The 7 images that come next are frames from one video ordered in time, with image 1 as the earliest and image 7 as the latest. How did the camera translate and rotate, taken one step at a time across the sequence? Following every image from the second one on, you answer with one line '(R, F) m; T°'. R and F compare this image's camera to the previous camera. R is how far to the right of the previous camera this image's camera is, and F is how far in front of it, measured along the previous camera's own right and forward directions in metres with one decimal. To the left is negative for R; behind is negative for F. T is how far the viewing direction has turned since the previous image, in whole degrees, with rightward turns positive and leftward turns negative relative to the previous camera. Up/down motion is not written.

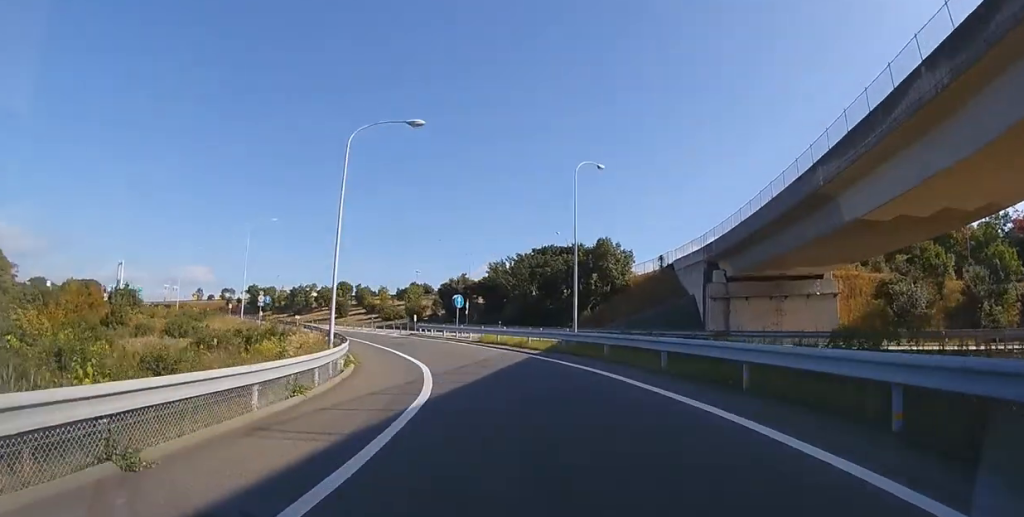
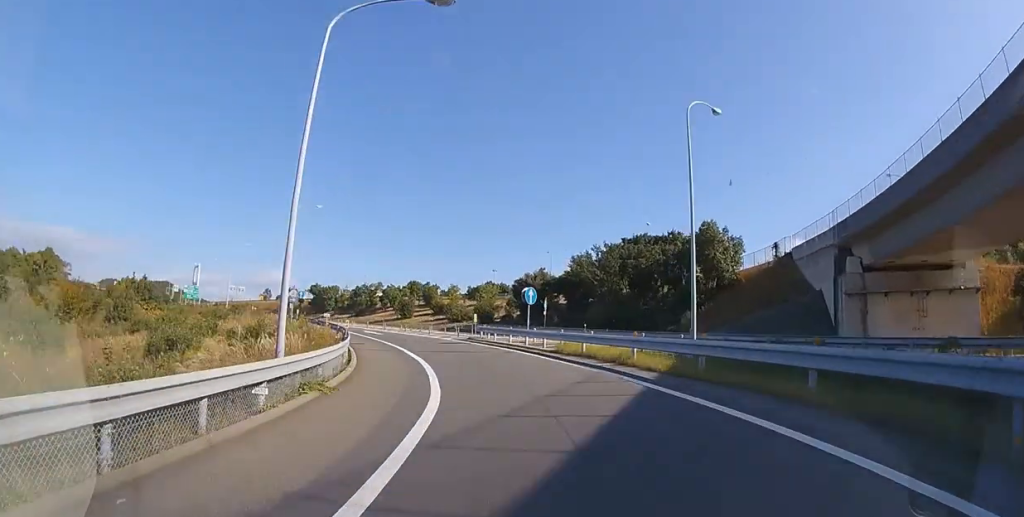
(-0.9, +9.4) m; -9°
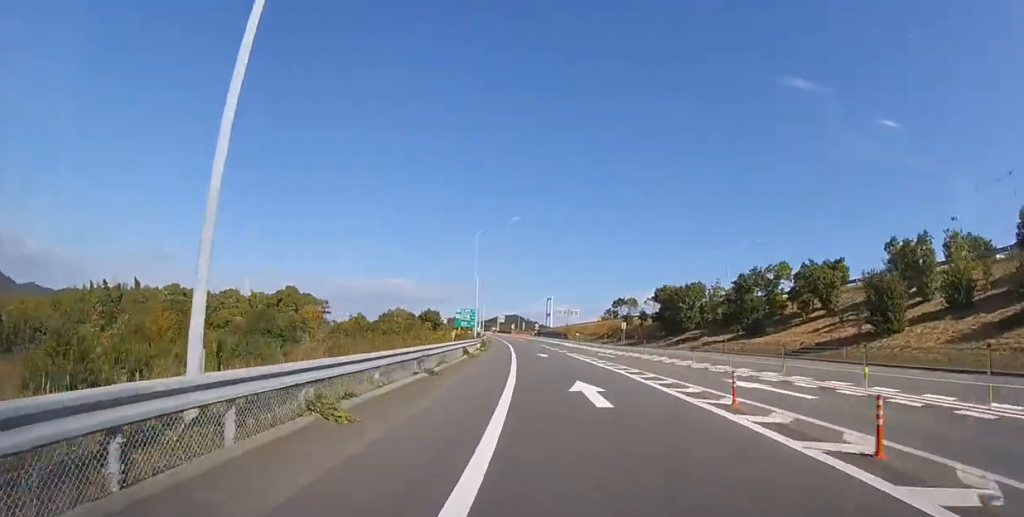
(-16.5, +42.0) m; -40°
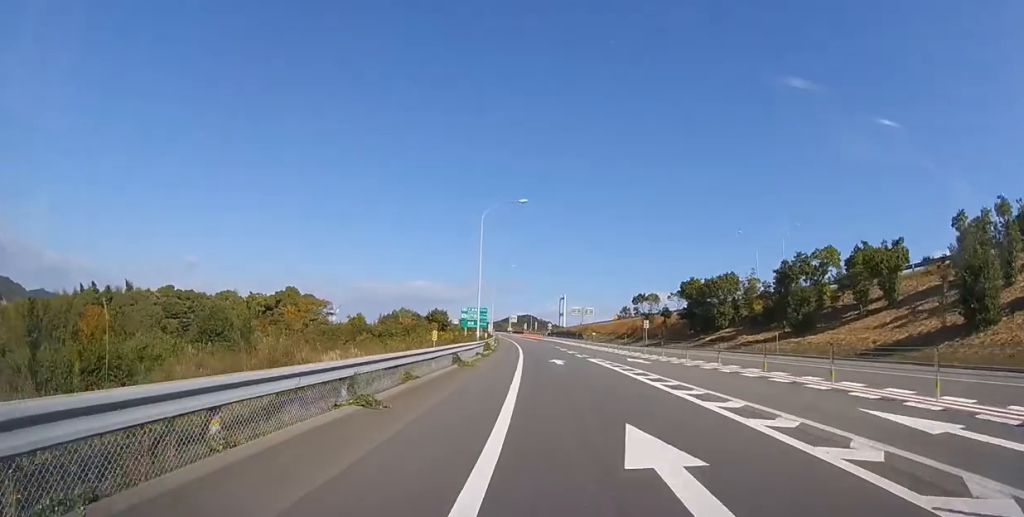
(-0.4, +6.2) m; -3°
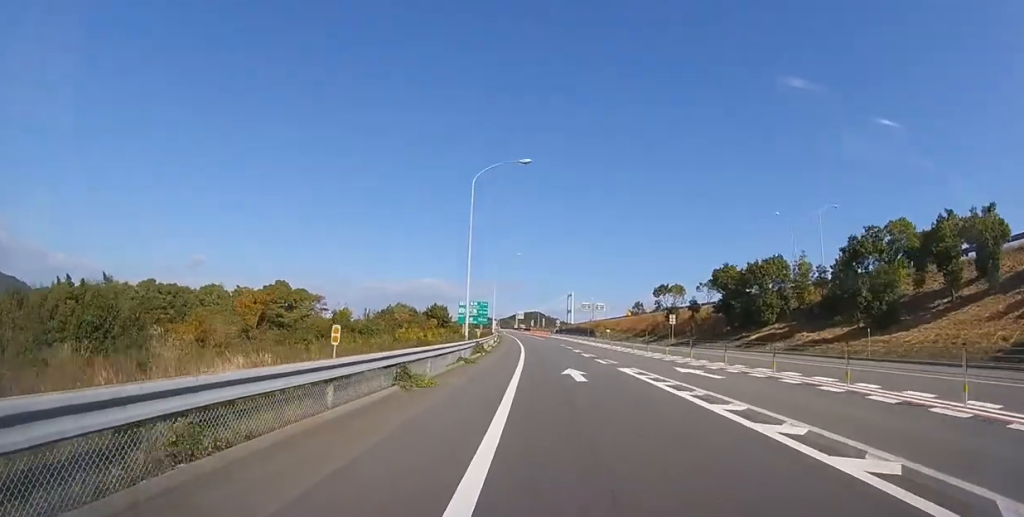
(-0.7, +8.7) m; -4°
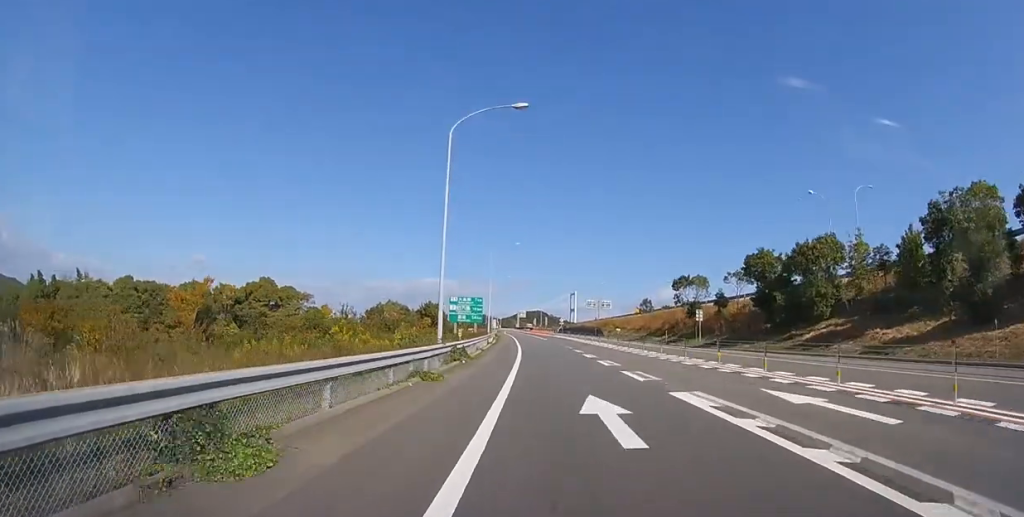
(-0.1, +7.5) m; -1°
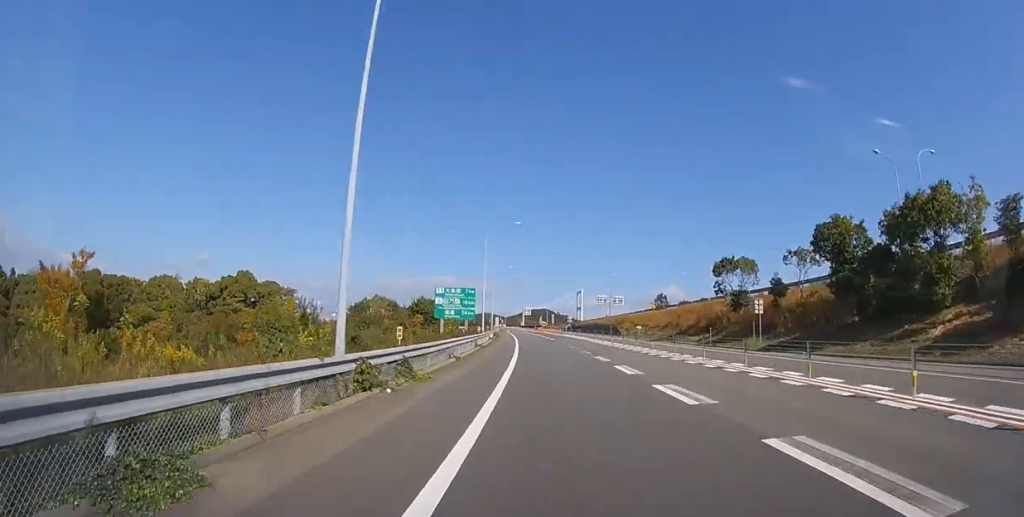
(0.0, +10.6) m; -1°
